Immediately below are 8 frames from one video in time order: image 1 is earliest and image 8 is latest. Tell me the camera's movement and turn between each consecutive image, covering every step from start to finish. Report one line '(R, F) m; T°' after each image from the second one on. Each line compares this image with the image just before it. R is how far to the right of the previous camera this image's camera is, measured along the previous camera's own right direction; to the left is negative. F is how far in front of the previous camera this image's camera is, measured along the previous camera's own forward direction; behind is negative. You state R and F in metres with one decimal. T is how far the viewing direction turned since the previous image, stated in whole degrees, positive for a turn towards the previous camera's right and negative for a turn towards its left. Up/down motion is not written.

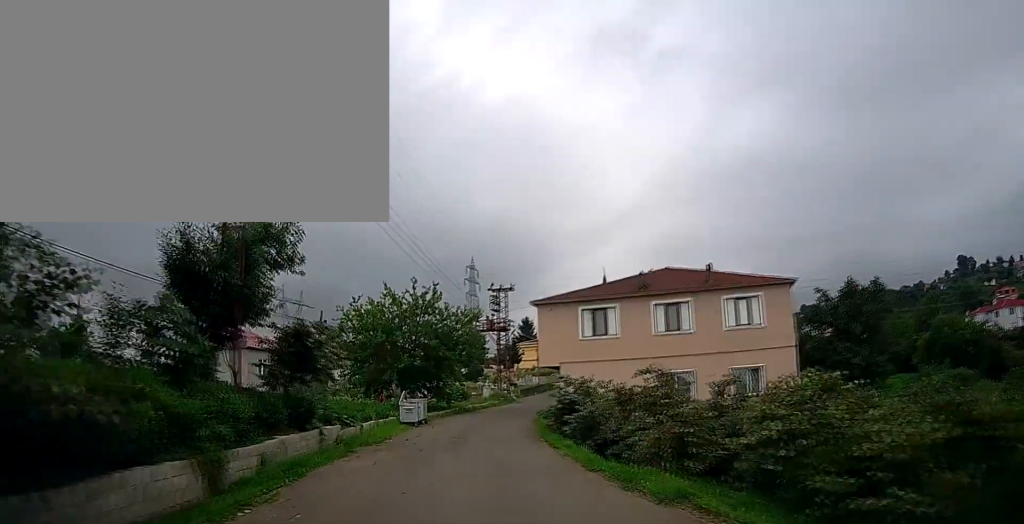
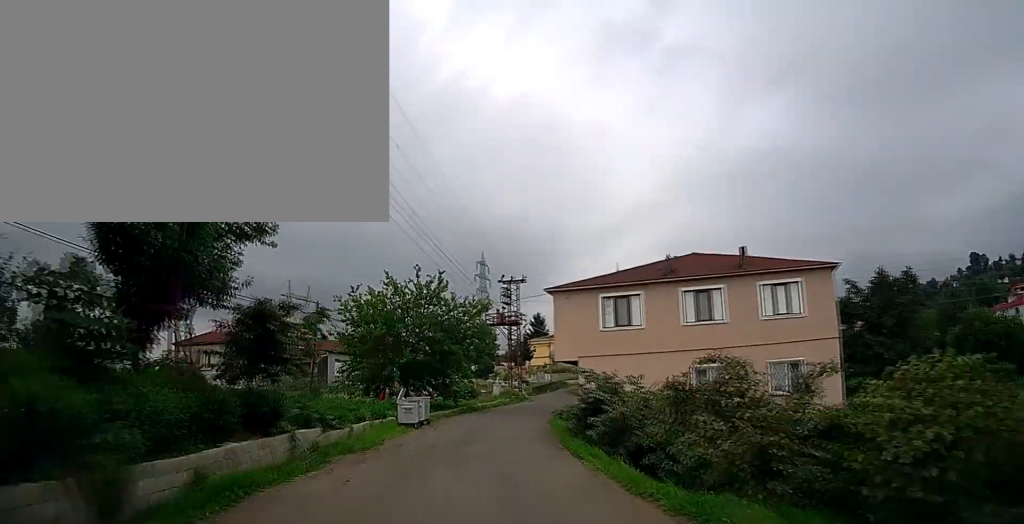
(0.0, +2.8) m; 0°
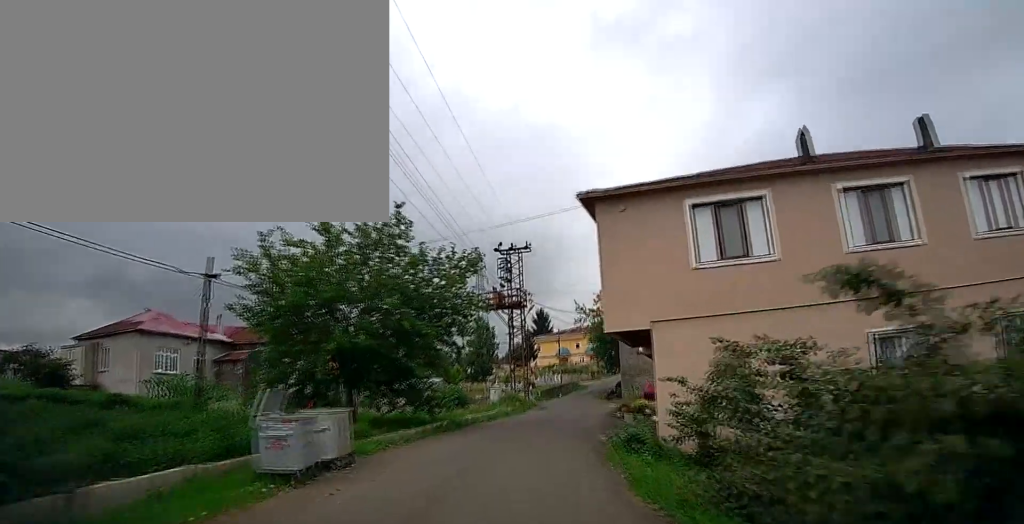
(0.0, +12.8) m; 0°
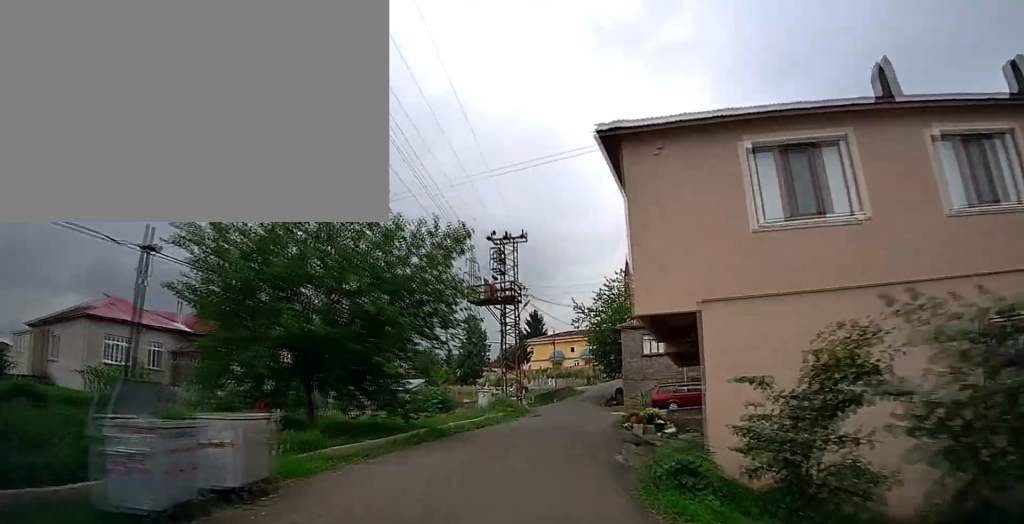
(-0.1, +3.6) m; +1°
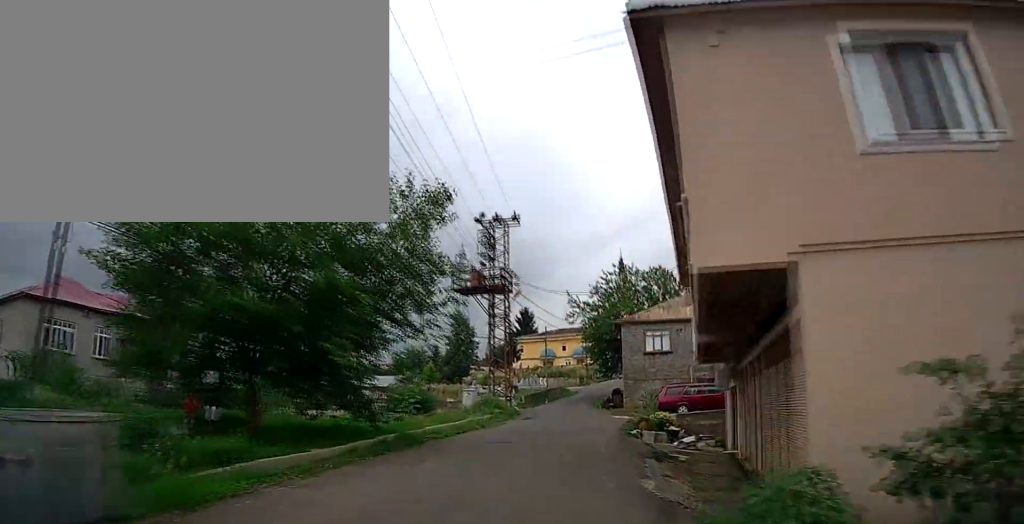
(+0.1, +3.5) m; +1°
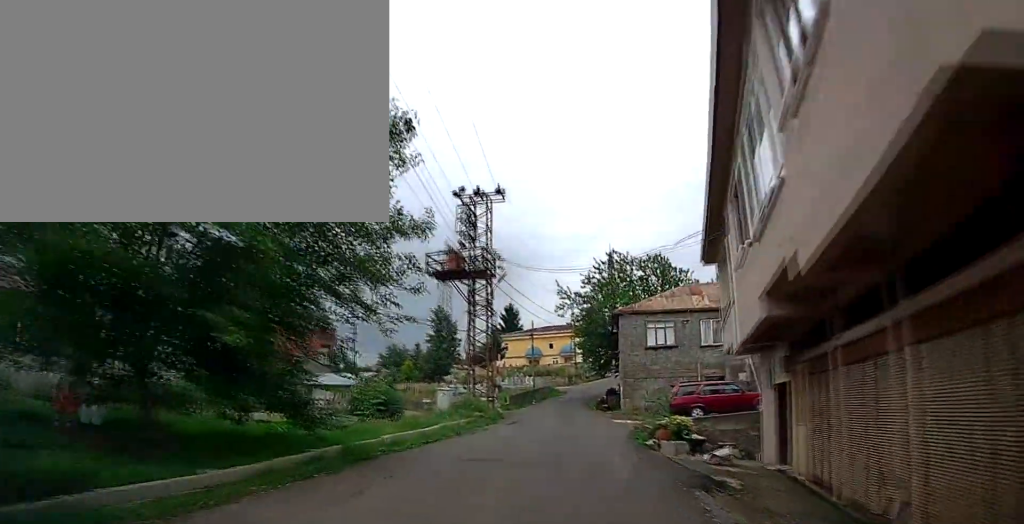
(0.0, +4.0) m; +1°
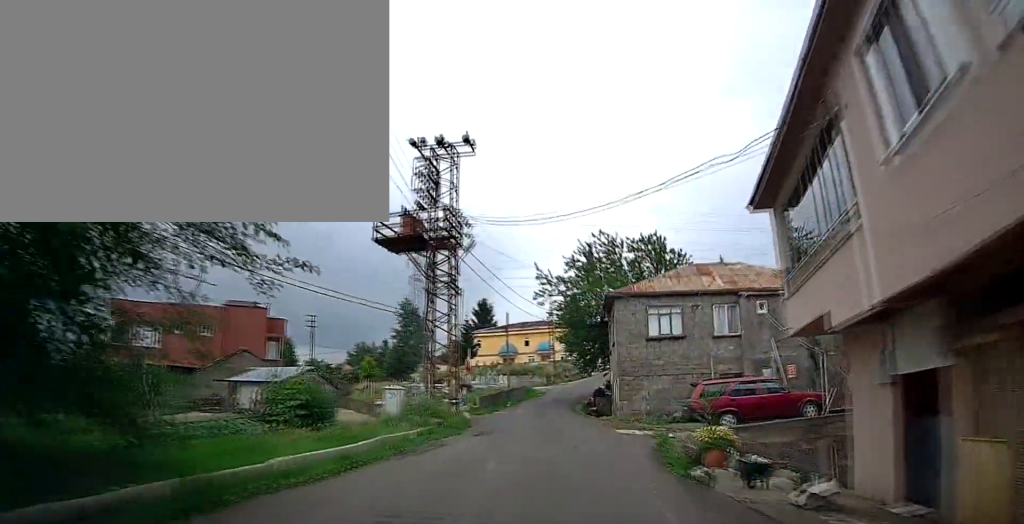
(+0.1, +5.5) m; +2°
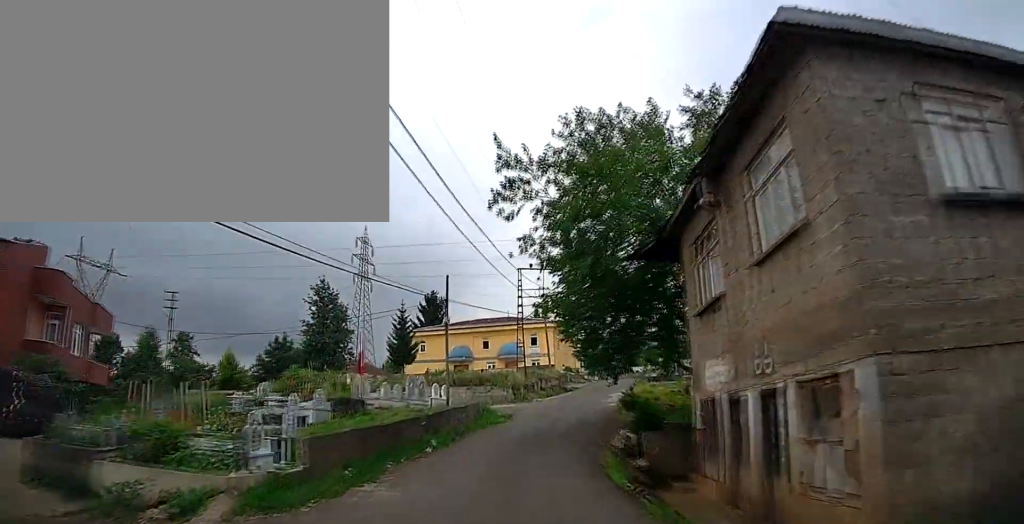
(+0.9, +19.0) m; +4°
